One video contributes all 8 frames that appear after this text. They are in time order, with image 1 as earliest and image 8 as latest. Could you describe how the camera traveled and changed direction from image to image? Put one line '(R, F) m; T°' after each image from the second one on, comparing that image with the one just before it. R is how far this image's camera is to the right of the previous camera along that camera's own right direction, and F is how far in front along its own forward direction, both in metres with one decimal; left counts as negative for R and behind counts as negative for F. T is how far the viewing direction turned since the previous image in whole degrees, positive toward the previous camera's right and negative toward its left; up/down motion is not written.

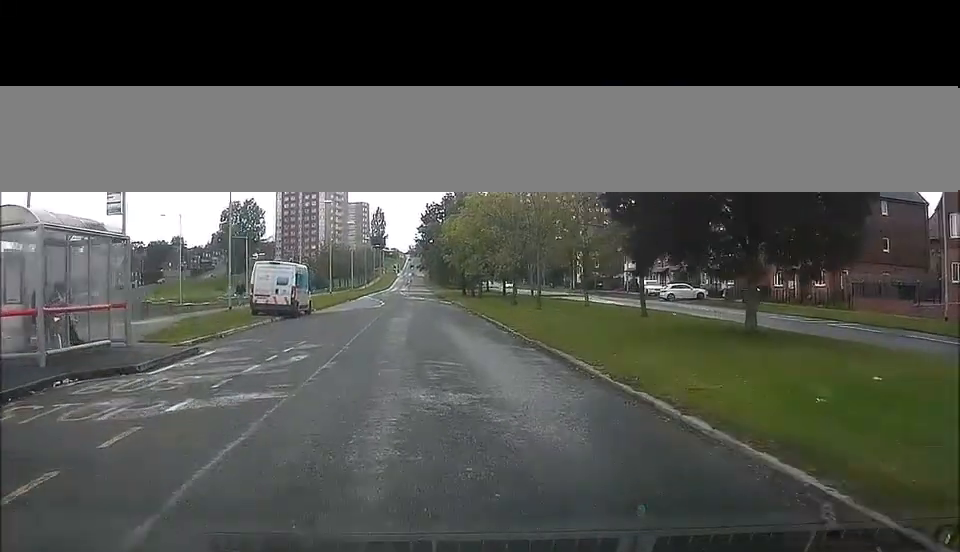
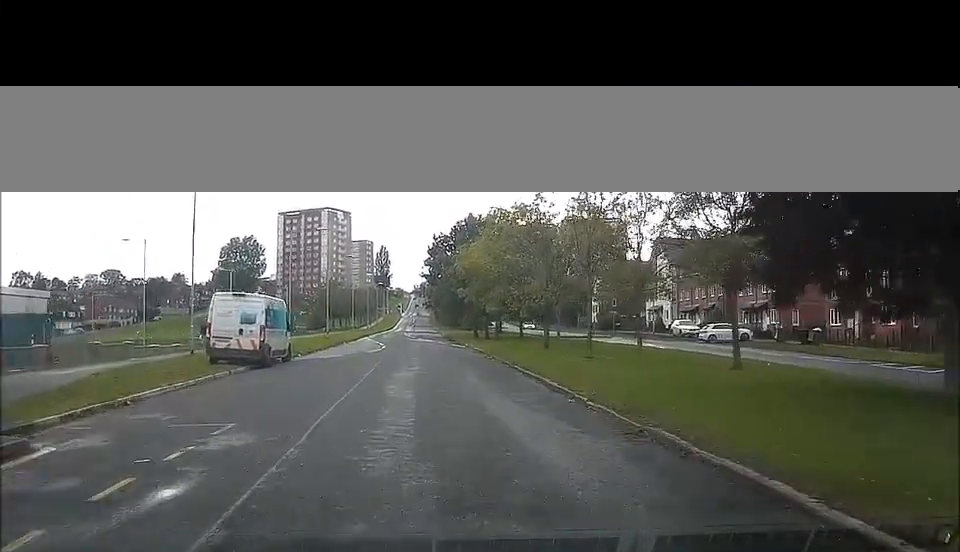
(-0.4, +9.6) m; -2°
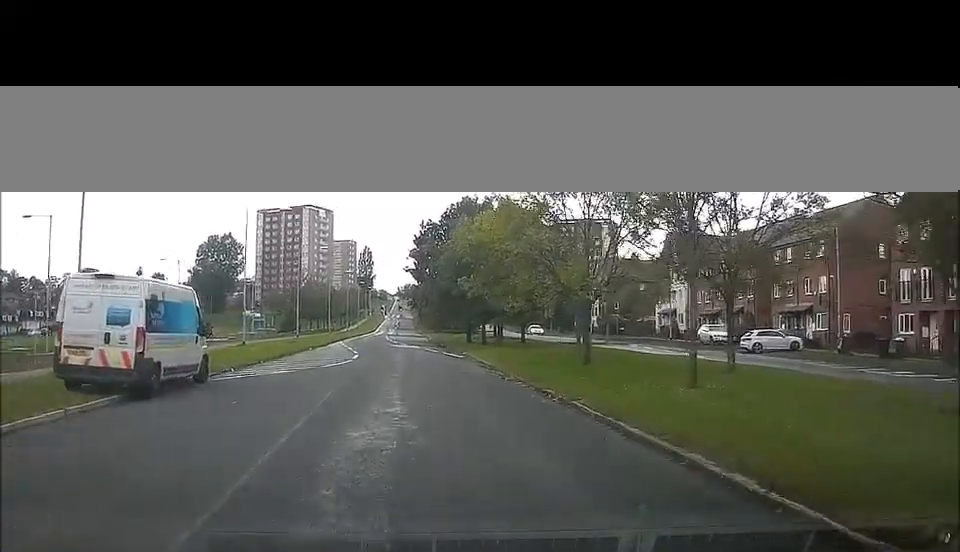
(+0.1, +11.7) m; +1°
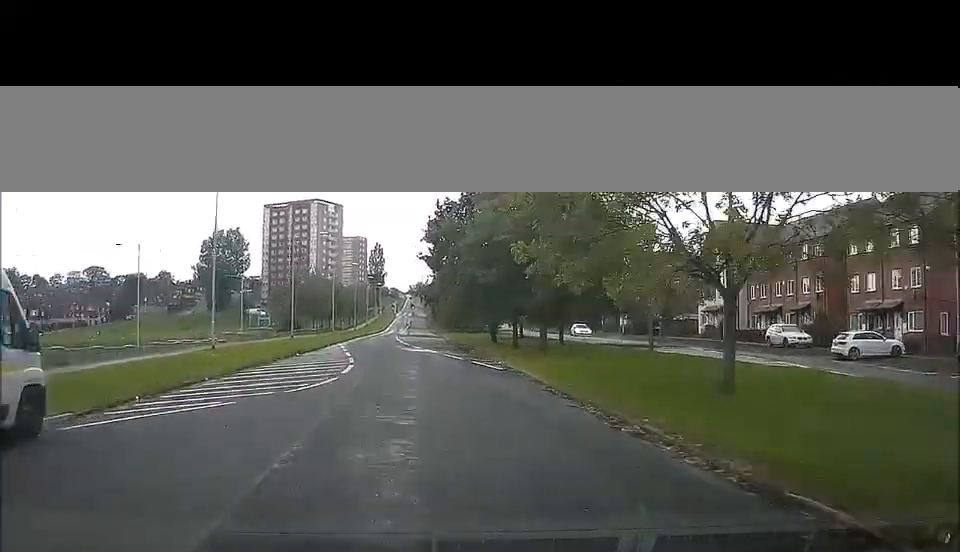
(+0.1, +10.9) m; 0°
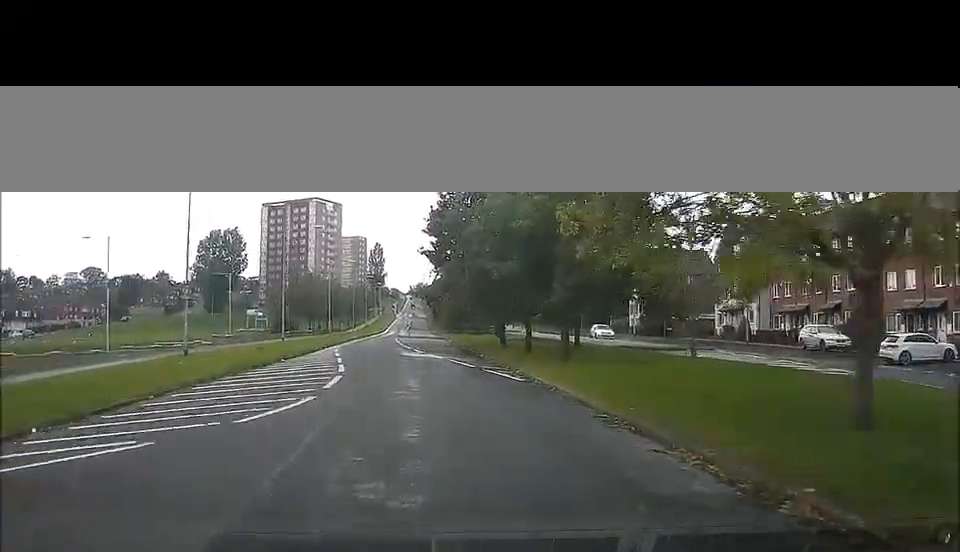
(-0.1, +4.9) m; 0°
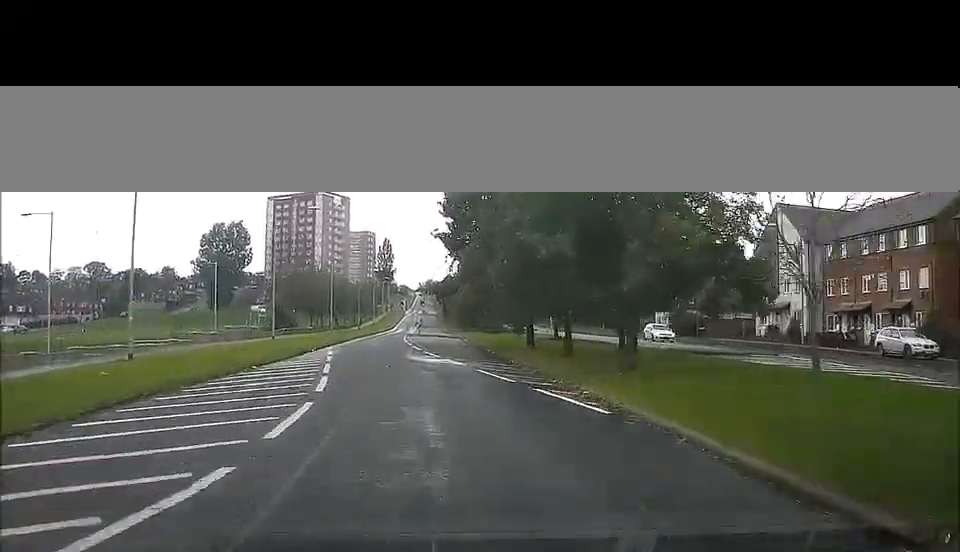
(-0.1, +7.9) m; 0°
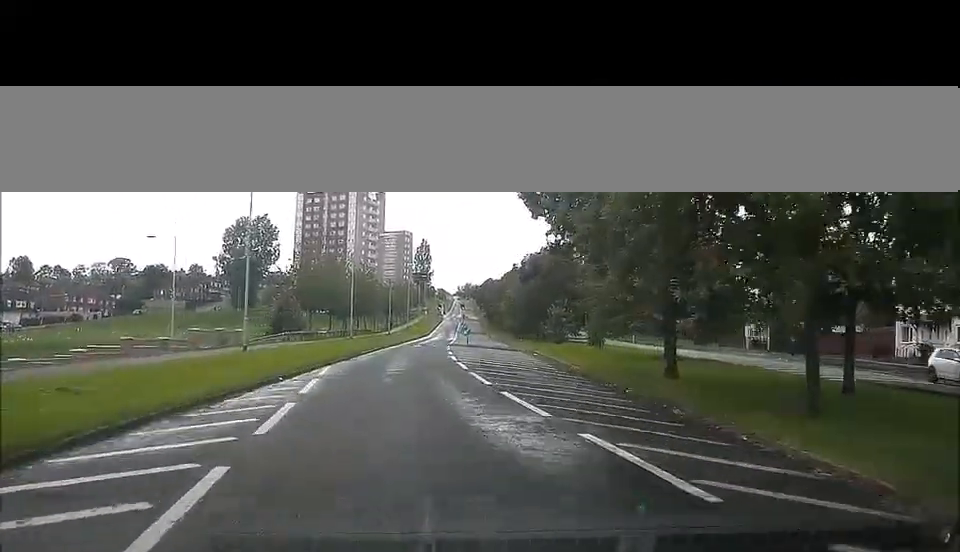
(-0.3, +18.2) m; -3°
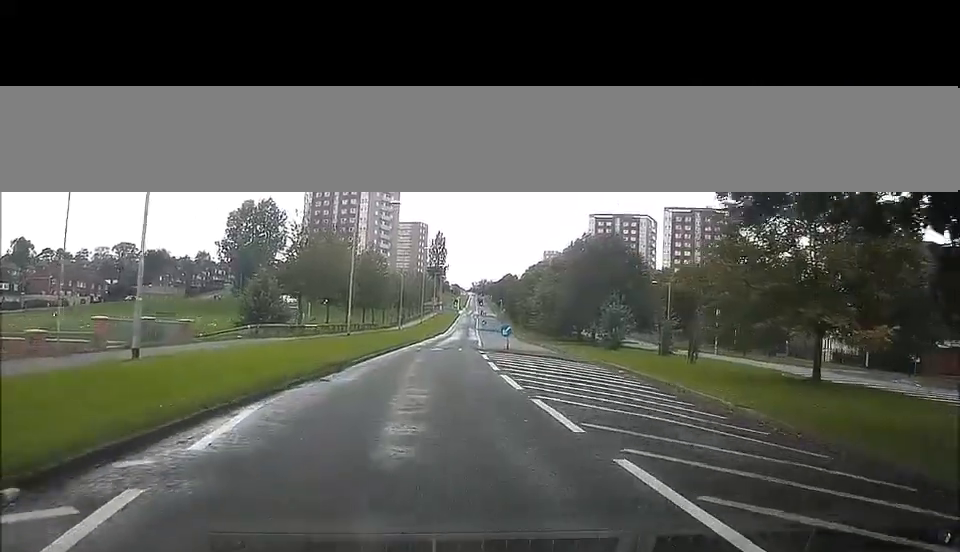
(-0.3, +14.6) m; 0°
